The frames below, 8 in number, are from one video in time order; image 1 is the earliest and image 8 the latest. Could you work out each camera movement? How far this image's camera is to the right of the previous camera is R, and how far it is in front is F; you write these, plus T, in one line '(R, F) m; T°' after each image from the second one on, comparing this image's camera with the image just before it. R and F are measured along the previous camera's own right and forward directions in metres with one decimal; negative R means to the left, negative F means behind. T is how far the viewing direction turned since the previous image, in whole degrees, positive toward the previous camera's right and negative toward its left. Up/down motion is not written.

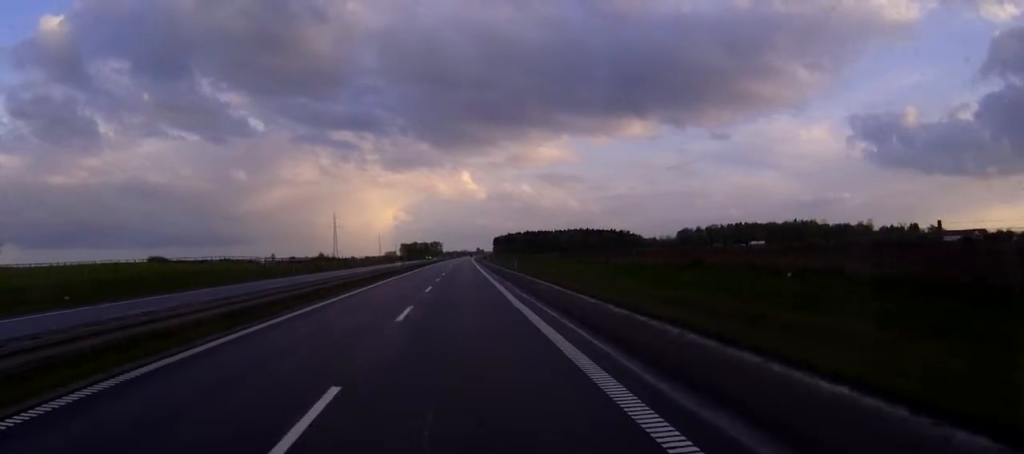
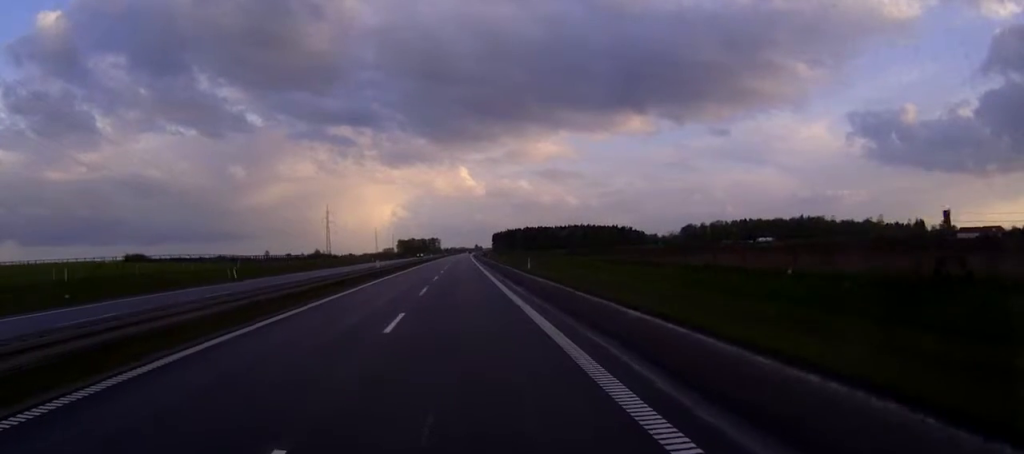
(0.0, +18.2) m; 0°
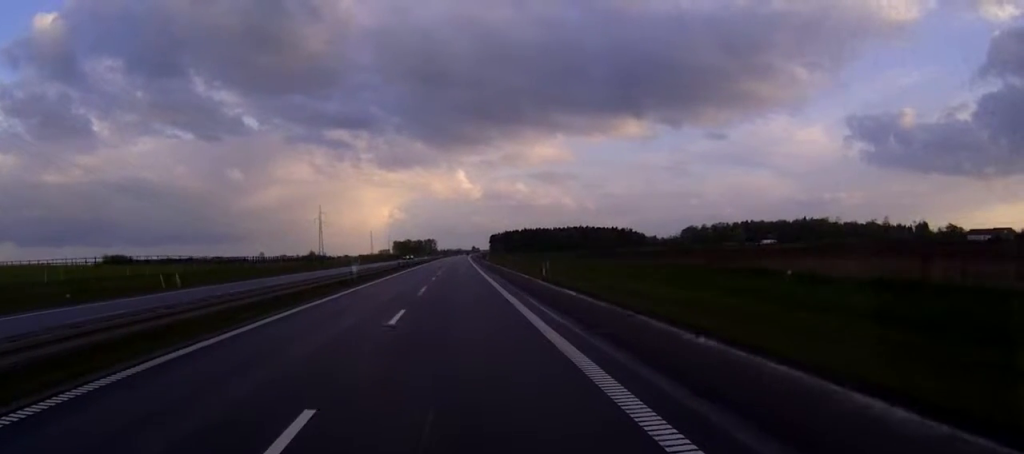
(0.0, +13.3) m; 0°
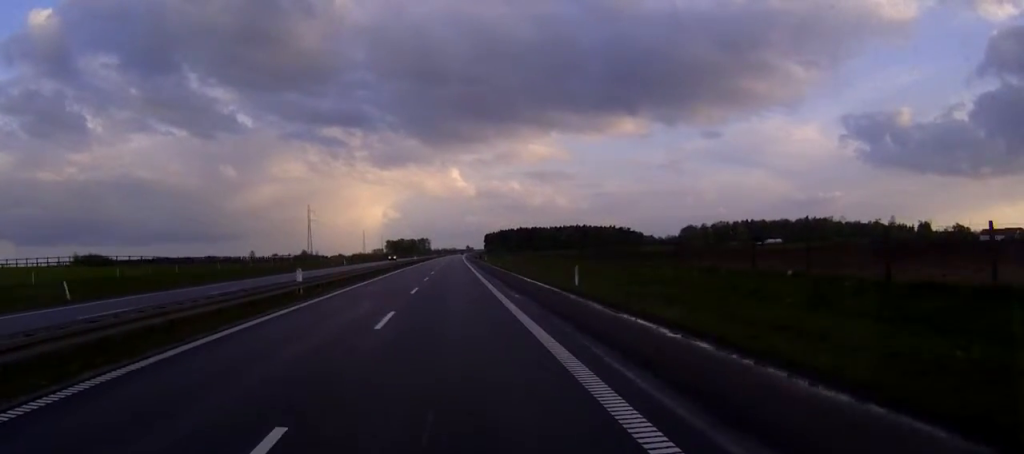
(+0.1, +15.8) m; 0°
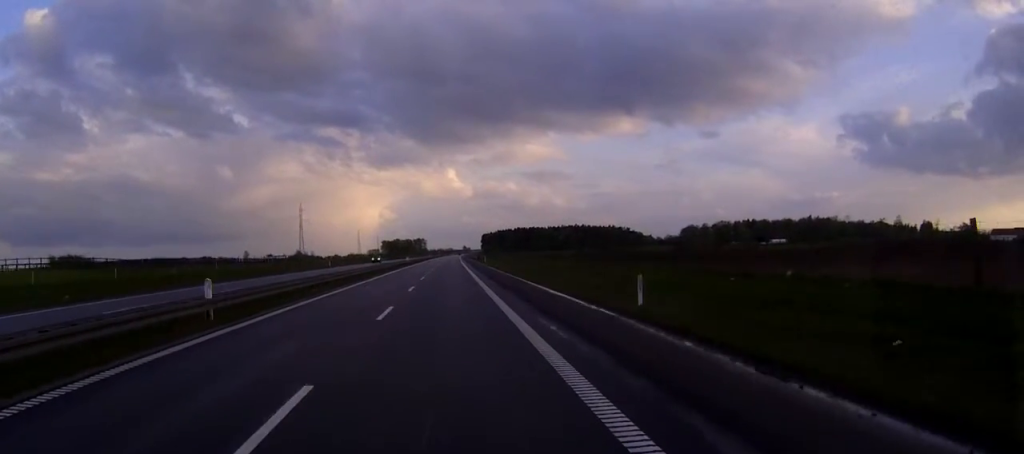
(0.0, +12.5) m; 0°
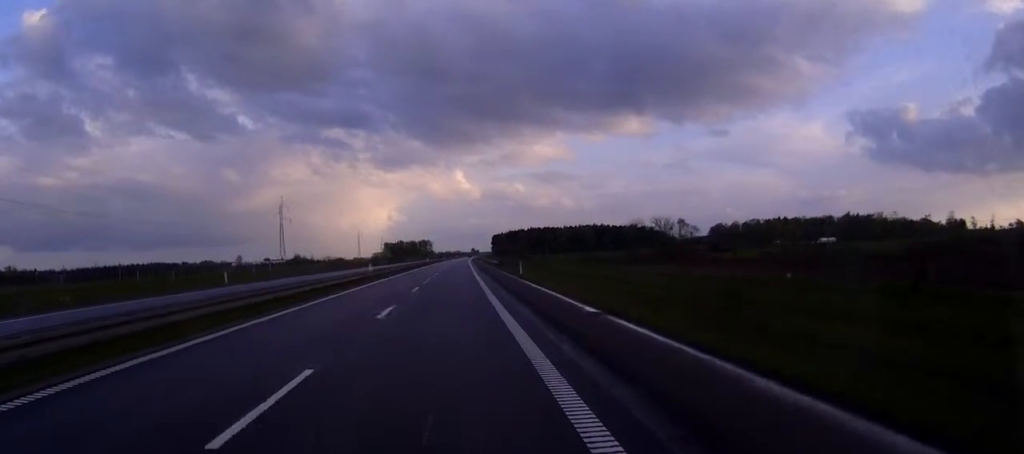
(-0.2, +58.1) m; -1°
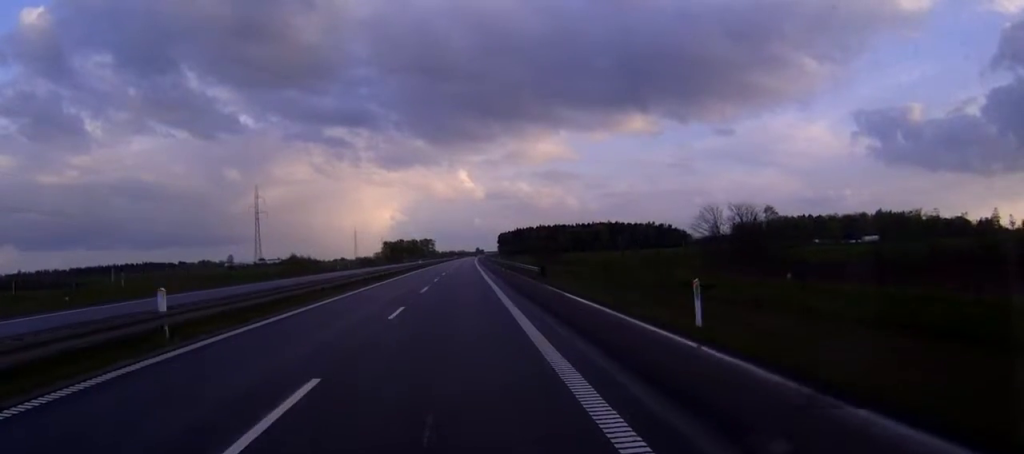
(-0.1, +45.7) m; 0°
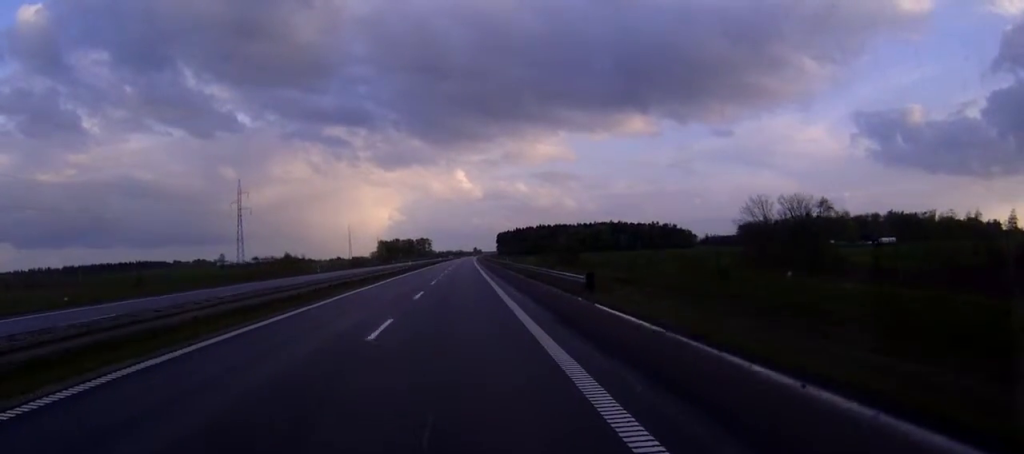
(0.0, +19.9) m; 0°
